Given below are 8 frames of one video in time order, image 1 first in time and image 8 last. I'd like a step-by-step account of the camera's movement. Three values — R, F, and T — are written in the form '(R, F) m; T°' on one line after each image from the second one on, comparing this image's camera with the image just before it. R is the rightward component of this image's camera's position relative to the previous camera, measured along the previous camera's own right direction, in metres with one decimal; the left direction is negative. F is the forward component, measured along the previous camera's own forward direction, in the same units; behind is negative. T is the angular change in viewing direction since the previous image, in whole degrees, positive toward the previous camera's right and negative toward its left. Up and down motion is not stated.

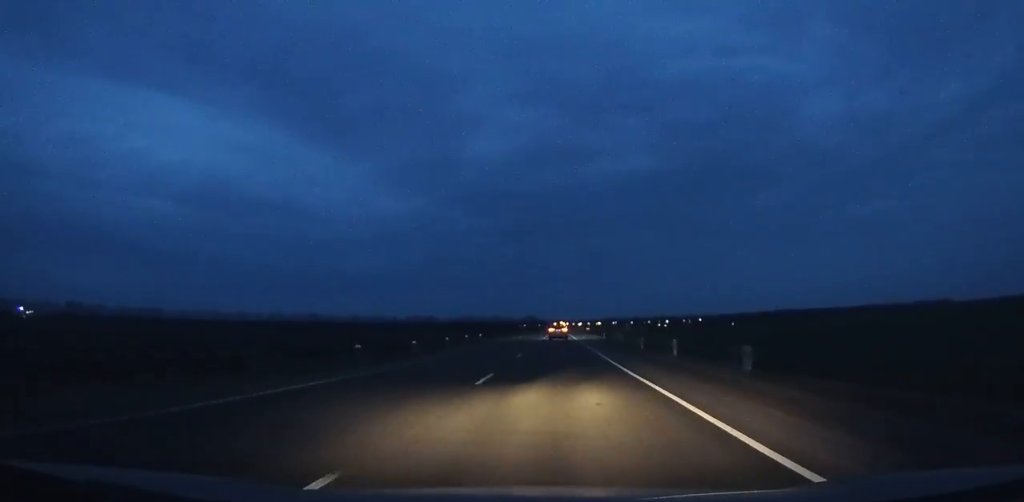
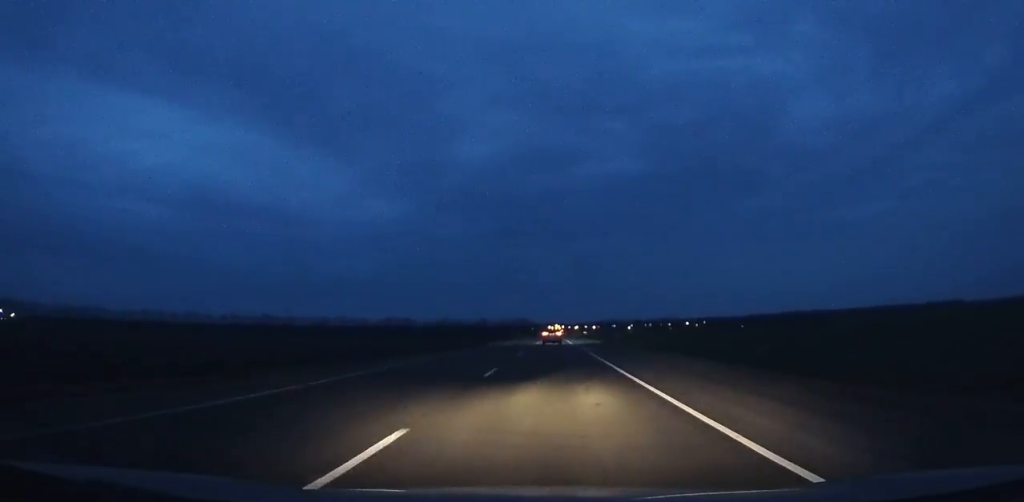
(+0.5, +70.1) m; 0°
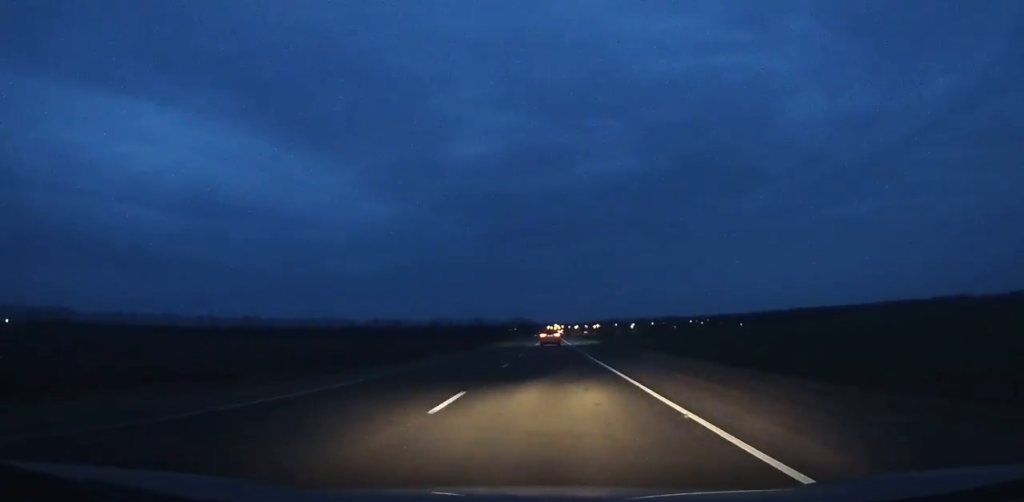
(-0.1, +30.3) m; 0°
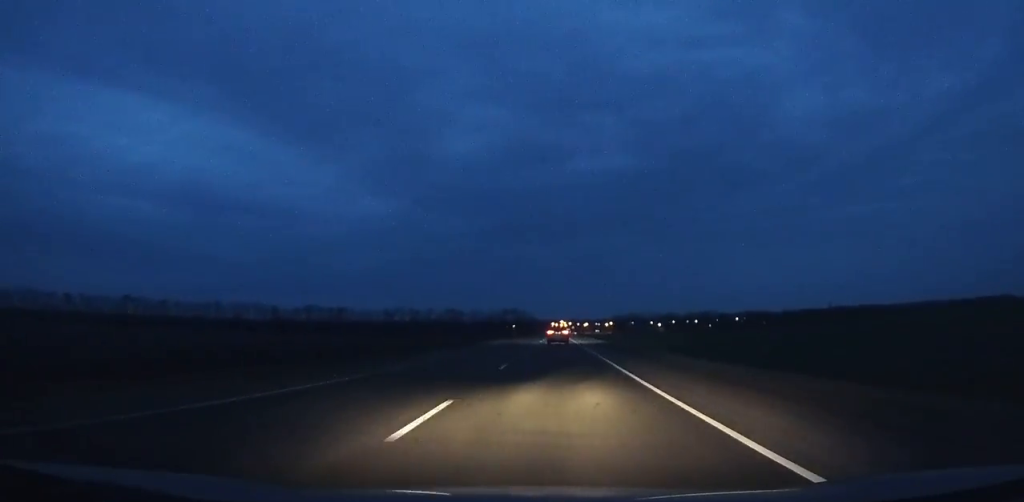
(-0.7, +132.2) m; 0°
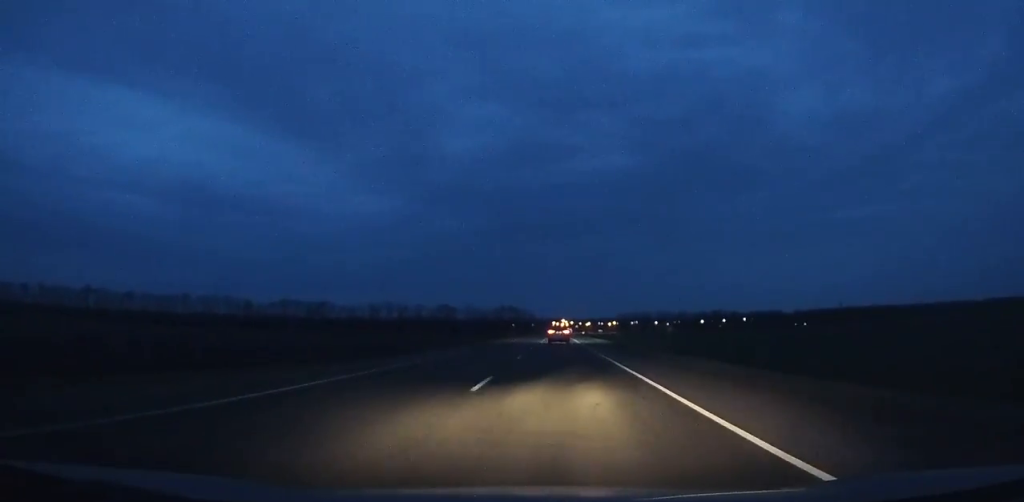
(0.0, +29.8) m; 0°
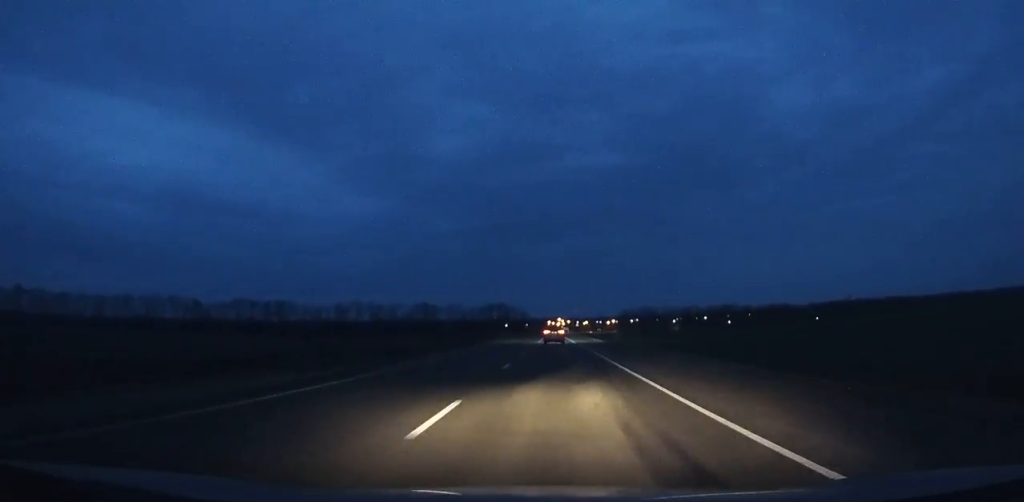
(0.0, +41.0) m; 0°
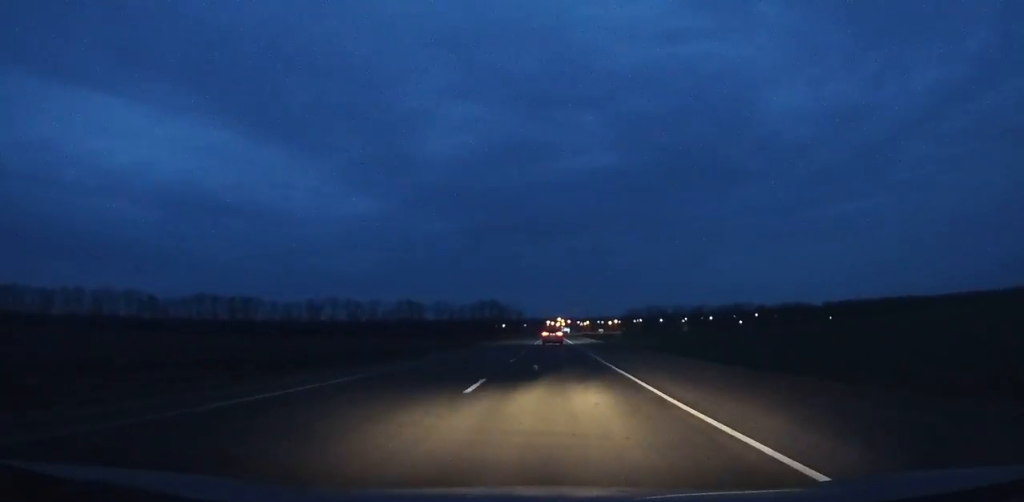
(0.0, +31.6) m; 0°
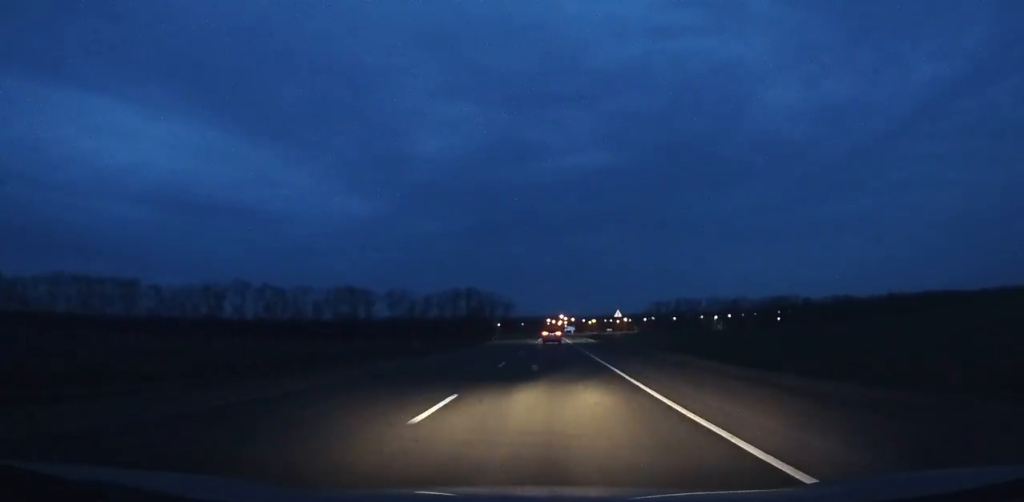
(+0.1, +76.1) m; 0°
